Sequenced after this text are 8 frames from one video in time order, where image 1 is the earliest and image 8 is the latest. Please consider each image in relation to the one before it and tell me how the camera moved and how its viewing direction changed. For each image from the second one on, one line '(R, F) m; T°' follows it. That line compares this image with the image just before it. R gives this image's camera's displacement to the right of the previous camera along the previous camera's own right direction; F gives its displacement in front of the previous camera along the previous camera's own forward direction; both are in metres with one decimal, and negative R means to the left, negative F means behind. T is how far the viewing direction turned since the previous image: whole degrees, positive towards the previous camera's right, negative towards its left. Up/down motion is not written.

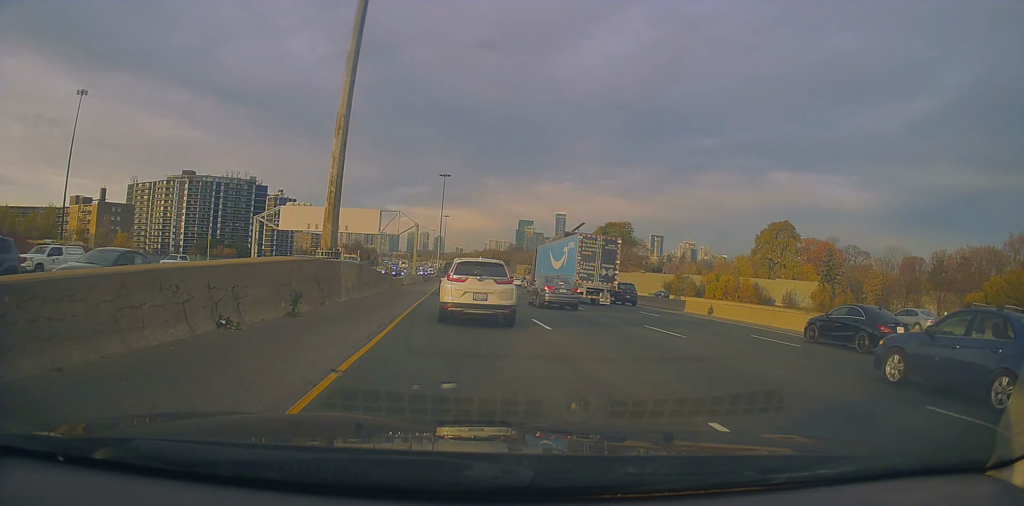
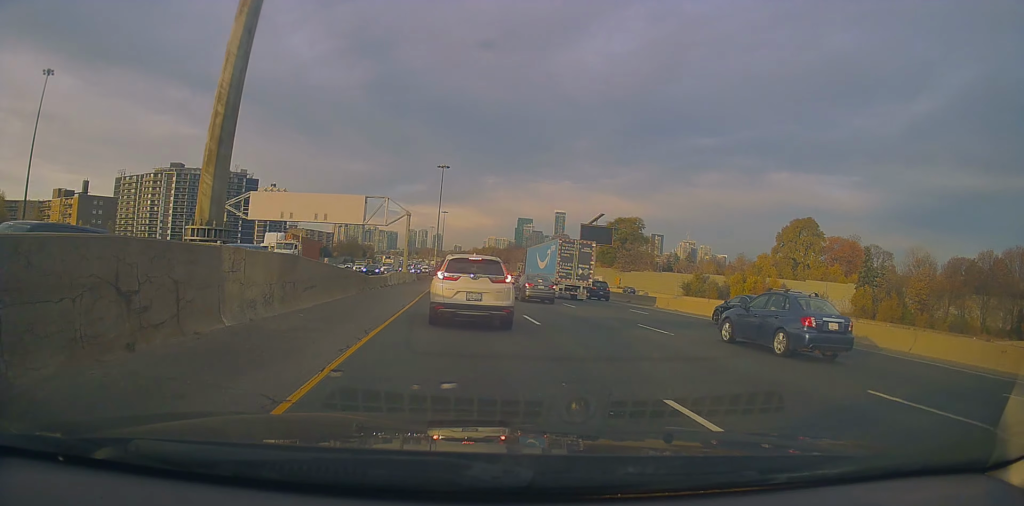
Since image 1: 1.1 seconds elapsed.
(-0.1, +11.3) m; -1°
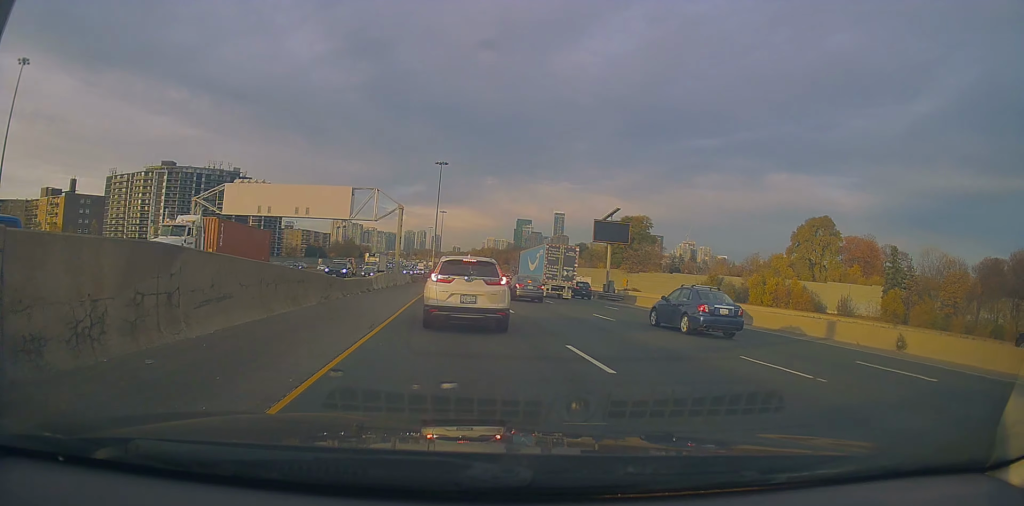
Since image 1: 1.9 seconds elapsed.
(+0.2, +7.6) m; -1°
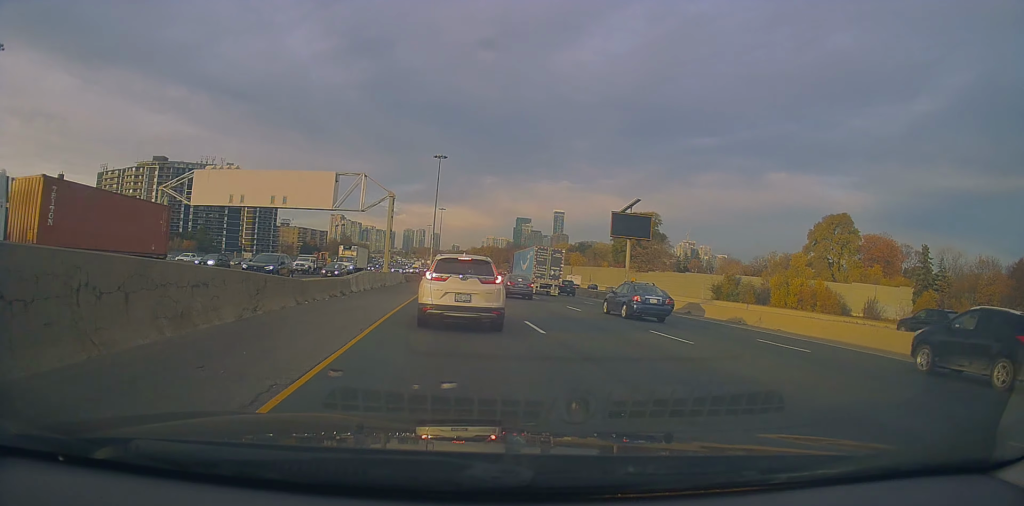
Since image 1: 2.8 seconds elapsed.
(-0.6, +7.5) m; -1°
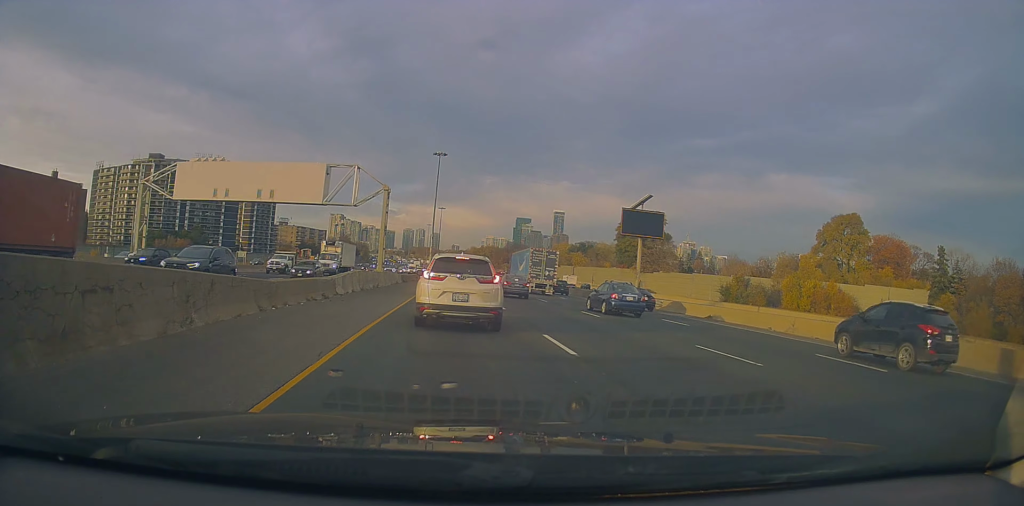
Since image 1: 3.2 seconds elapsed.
(+0.2, +3.4) m; +3°
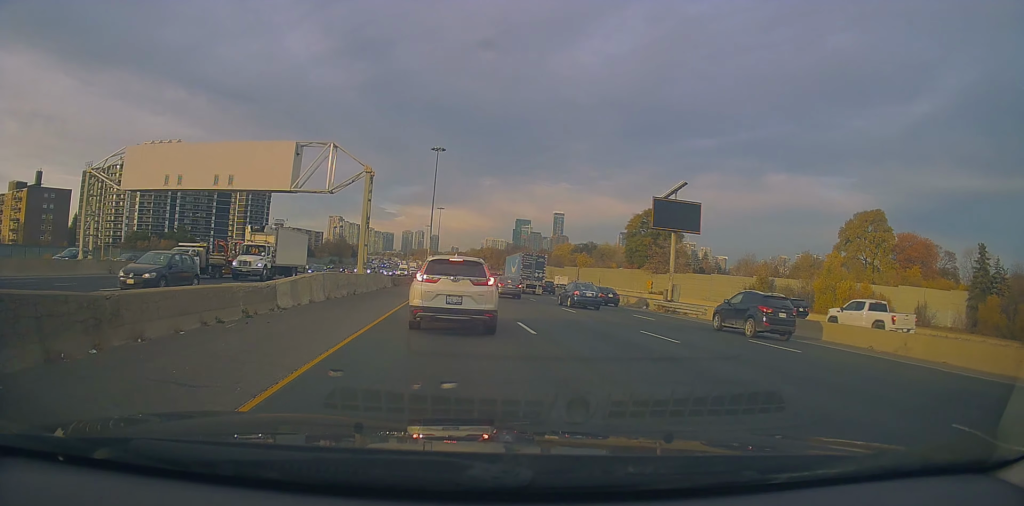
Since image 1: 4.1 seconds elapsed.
(+0.5, +8.2) m; +3°
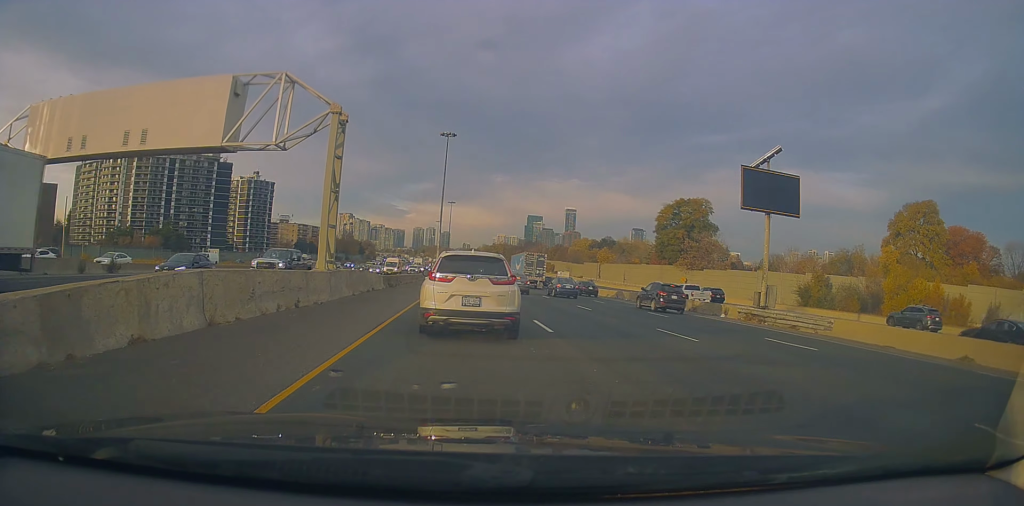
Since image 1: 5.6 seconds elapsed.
(-0.8, +11.8) m; -6°
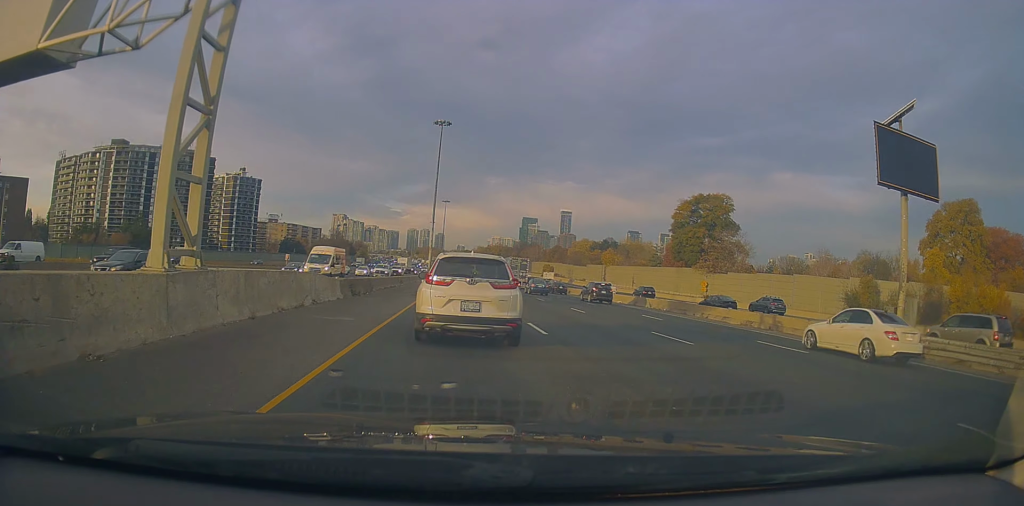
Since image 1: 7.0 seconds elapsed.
(+0.4, +12.1) m; +2°
